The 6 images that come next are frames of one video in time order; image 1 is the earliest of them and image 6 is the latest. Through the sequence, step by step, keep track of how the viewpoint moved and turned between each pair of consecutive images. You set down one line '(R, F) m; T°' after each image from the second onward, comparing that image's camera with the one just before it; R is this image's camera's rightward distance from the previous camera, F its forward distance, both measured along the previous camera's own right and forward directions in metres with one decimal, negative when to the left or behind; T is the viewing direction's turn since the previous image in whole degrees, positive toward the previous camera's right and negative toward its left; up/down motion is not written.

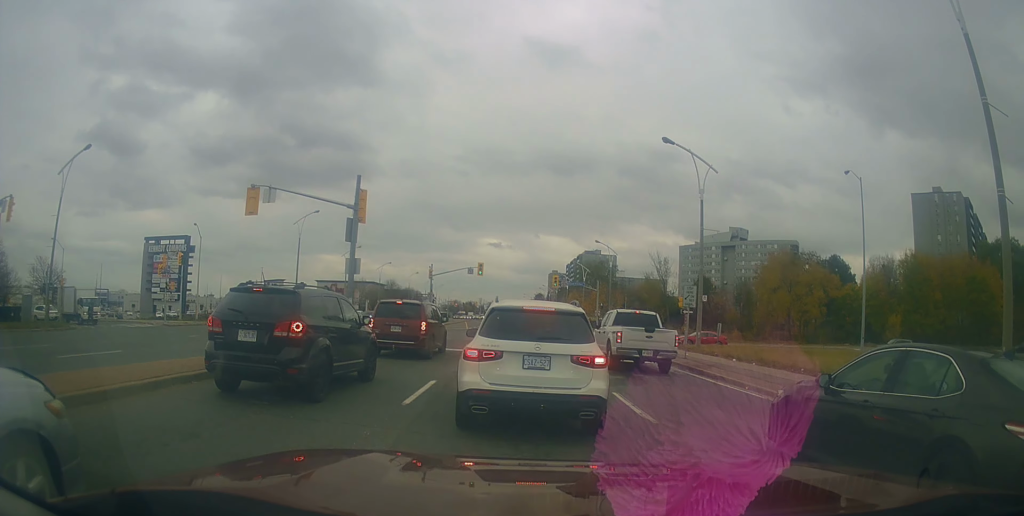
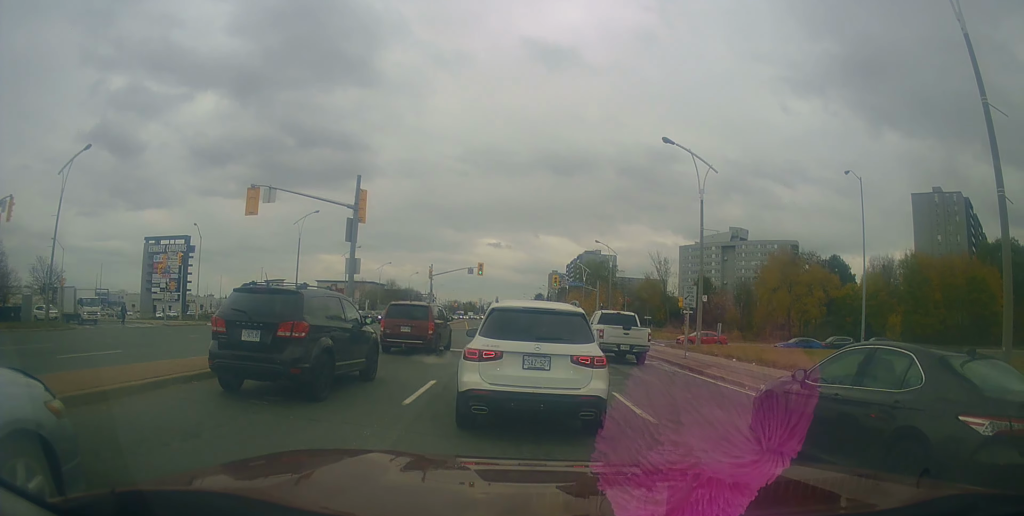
(0.0, +0.1) m; 0°
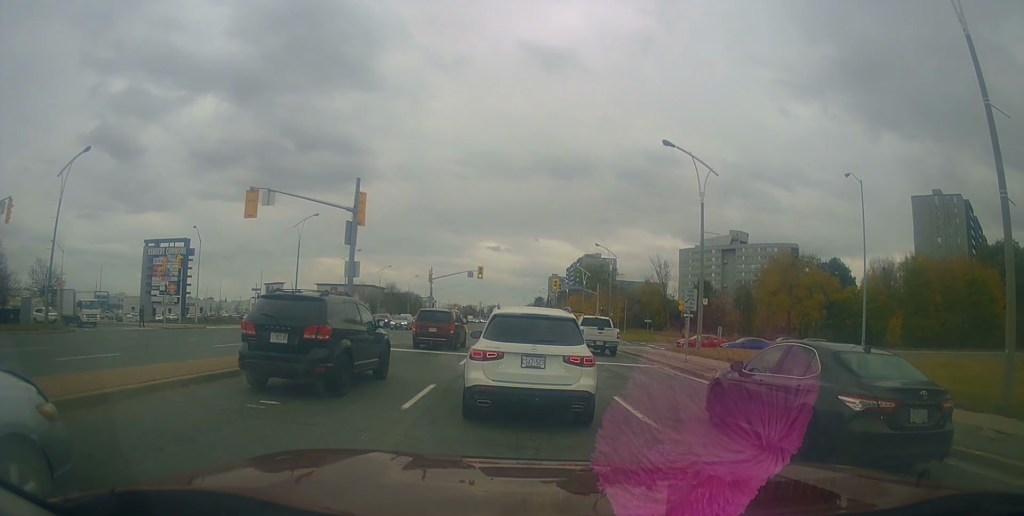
(+0.1, +0.6) m; 0°
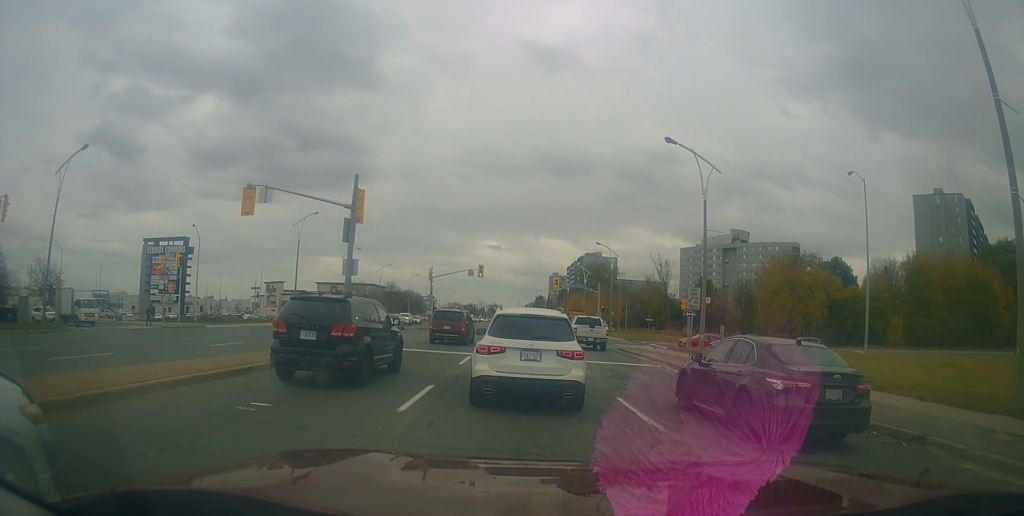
(+0.1, +0.7) m; 0°
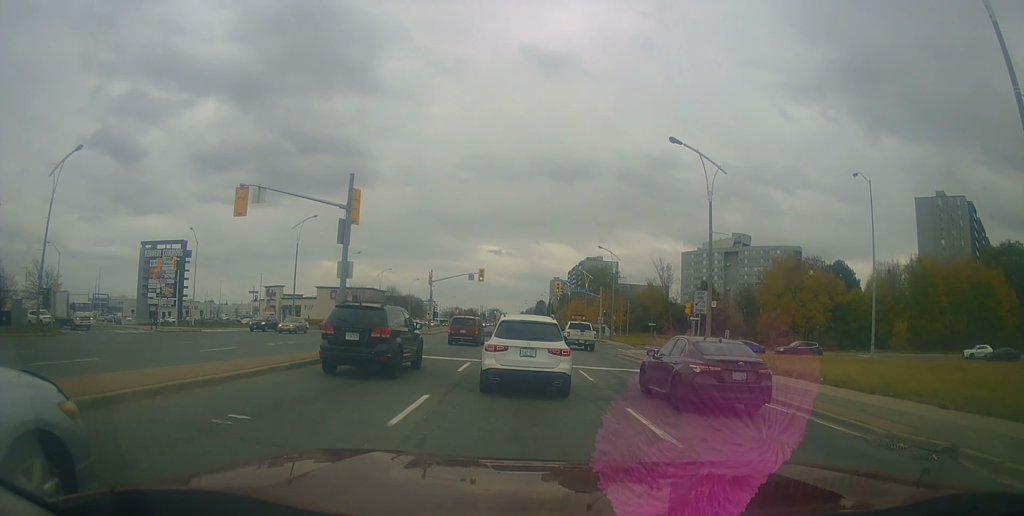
(-0.2, +2.5) m; -2°
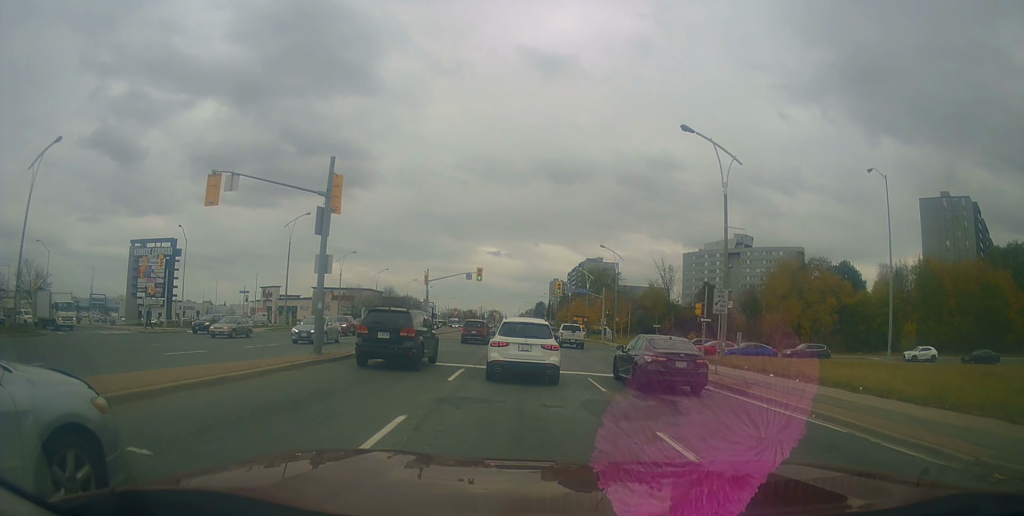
(0.0, +4.4) m; +2°
